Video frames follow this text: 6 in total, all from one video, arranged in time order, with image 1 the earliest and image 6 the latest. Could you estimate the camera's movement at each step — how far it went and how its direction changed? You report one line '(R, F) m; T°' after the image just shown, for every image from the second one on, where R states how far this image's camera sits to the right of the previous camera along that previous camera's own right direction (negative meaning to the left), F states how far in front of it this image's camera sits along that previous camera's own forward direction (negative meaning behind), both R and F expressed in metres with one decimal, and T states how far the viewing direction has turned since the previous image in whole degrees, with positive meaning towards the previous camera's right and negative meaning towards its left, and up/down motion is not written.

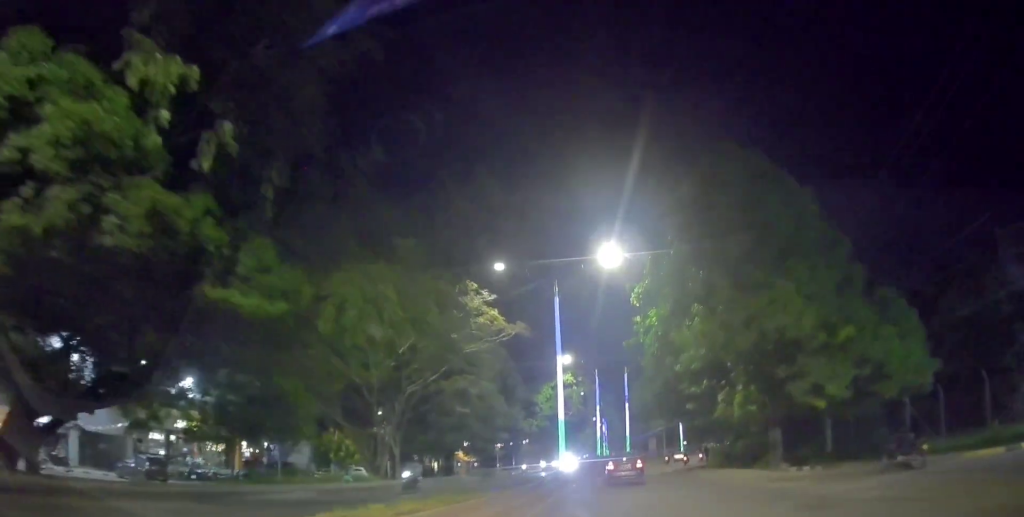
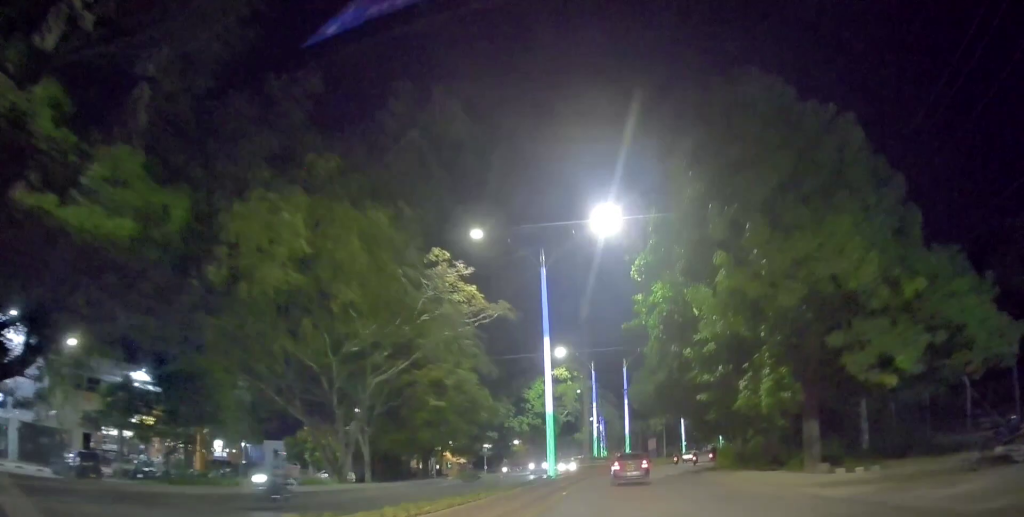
(0.0, +4.9) m; 0°
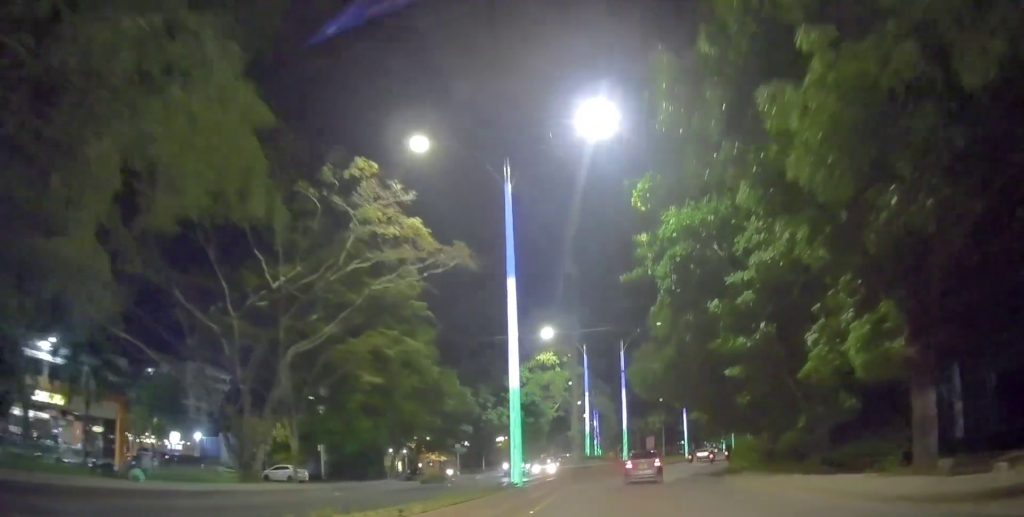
(0.0, +8.4) m; +1°
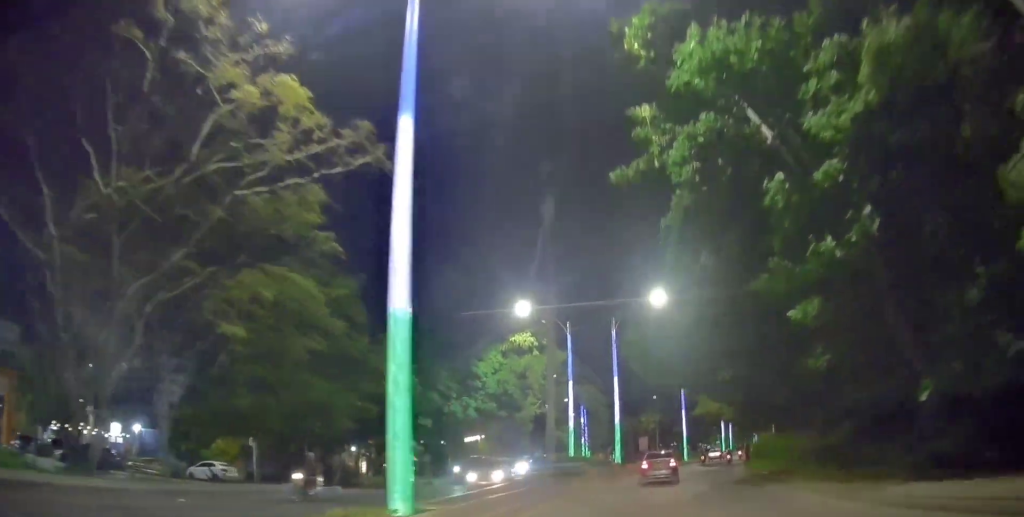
(-0.1, +8.7) m; +3°
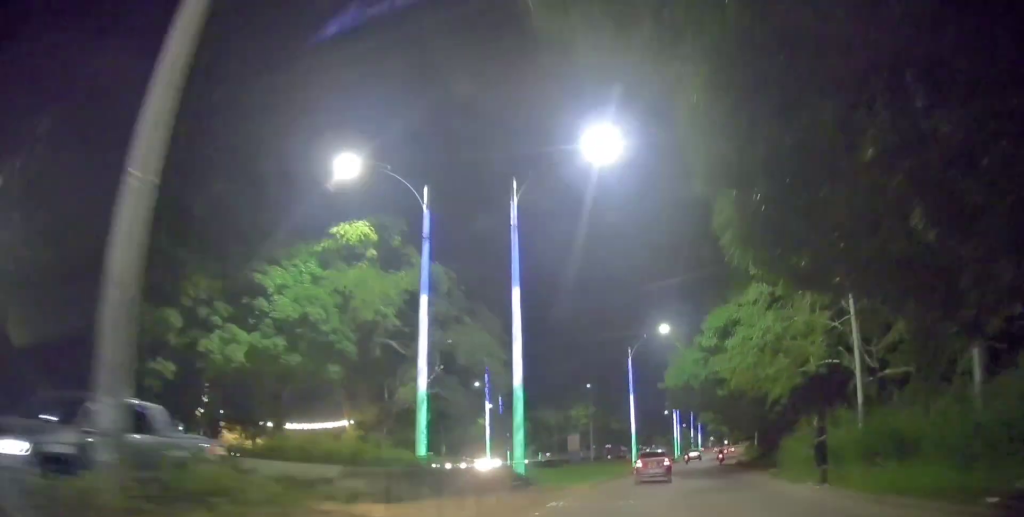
(+1.3, +20.3) m; +6°
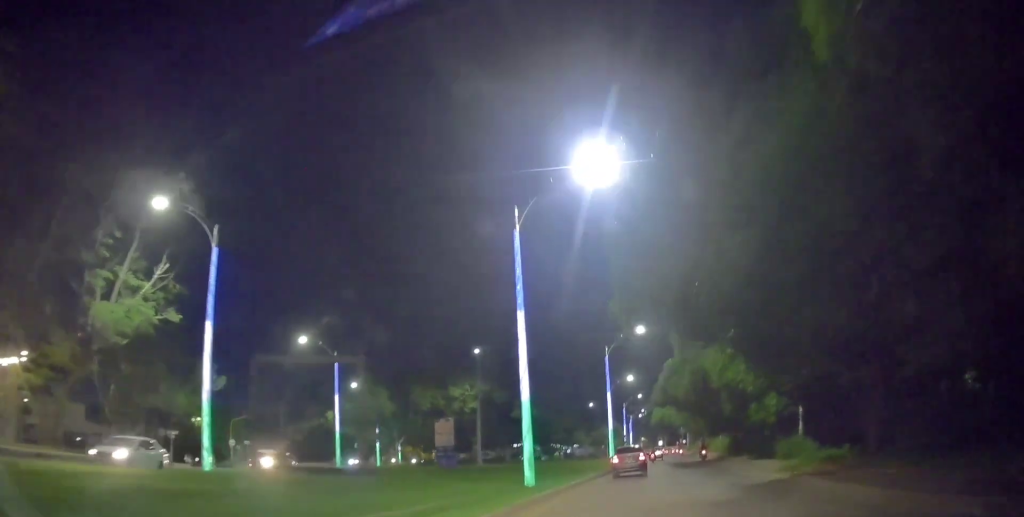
(+2.2, +29.3) m; +8°
